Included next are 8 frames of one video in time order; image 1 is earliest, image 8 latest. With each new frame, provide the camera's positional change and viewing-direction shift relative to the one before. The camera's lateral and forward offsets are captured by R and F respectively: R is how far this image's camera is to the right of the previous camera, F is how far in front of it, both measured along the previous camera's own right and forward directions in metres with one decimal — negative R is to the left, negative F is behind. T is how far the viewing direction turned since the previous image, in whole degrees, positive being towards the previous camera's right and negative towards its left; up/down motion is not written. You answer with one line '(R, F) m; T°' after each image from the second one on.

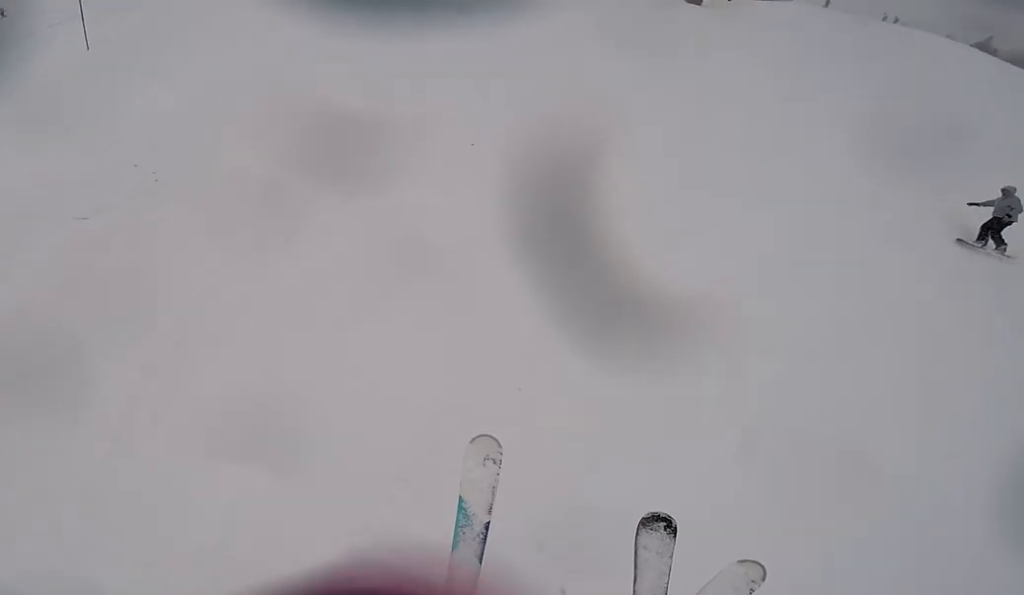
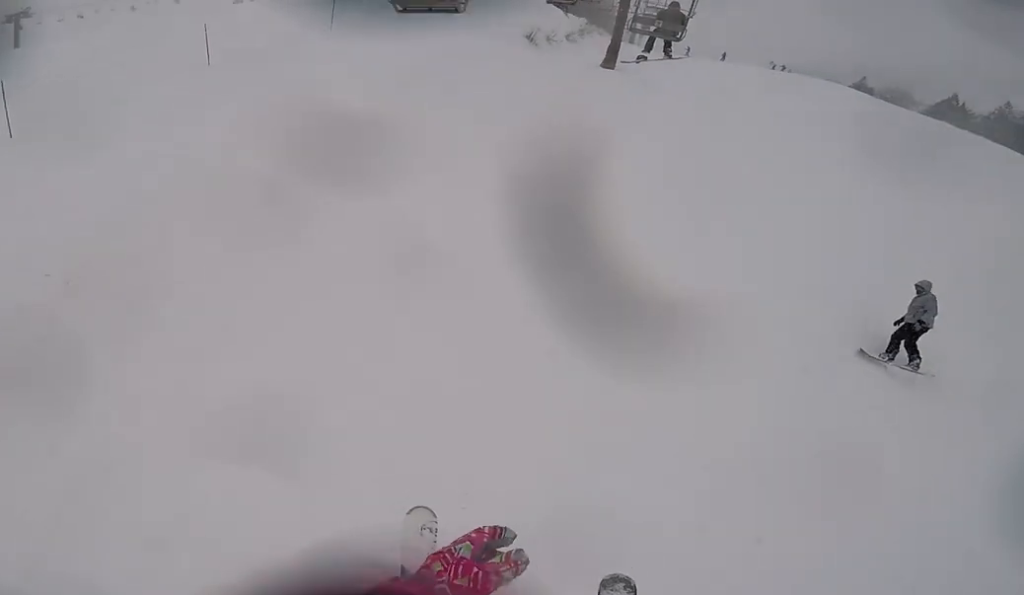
(+0.1, +0.9) m; +9°
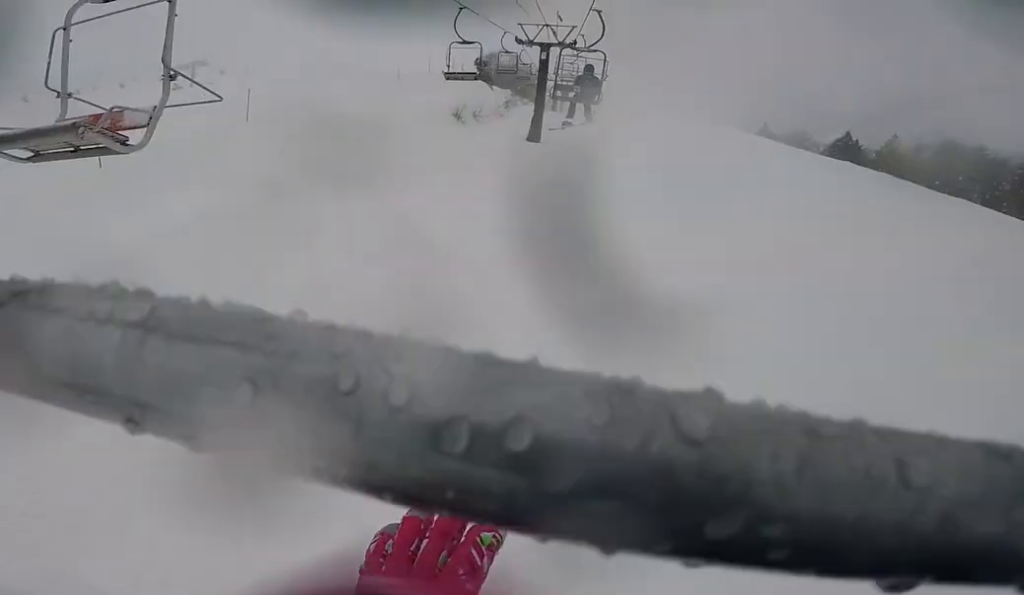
(+0.2, +2.6) m; +5°
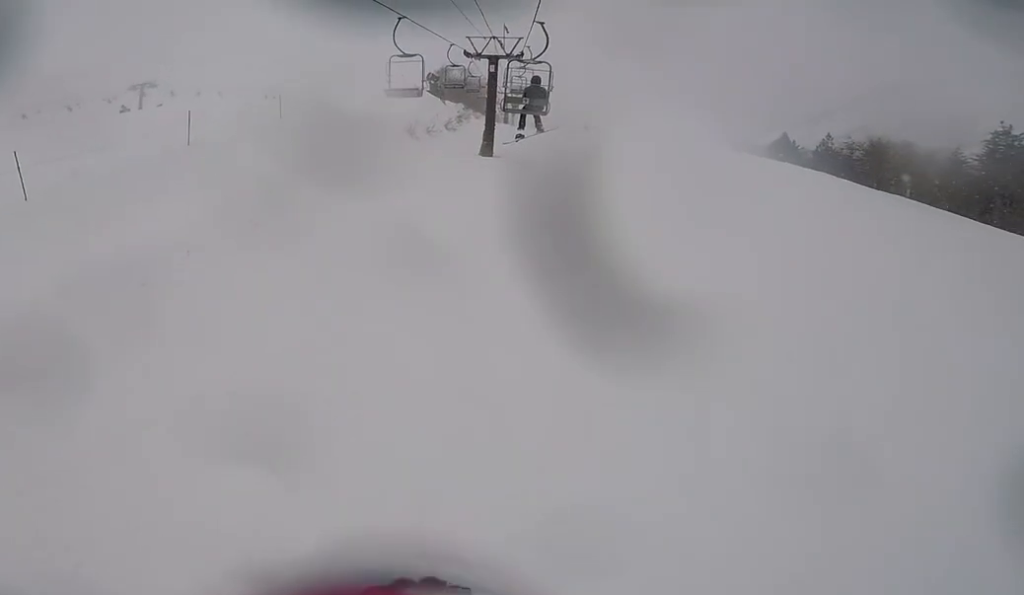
(0.0, +0.9) m; 0°
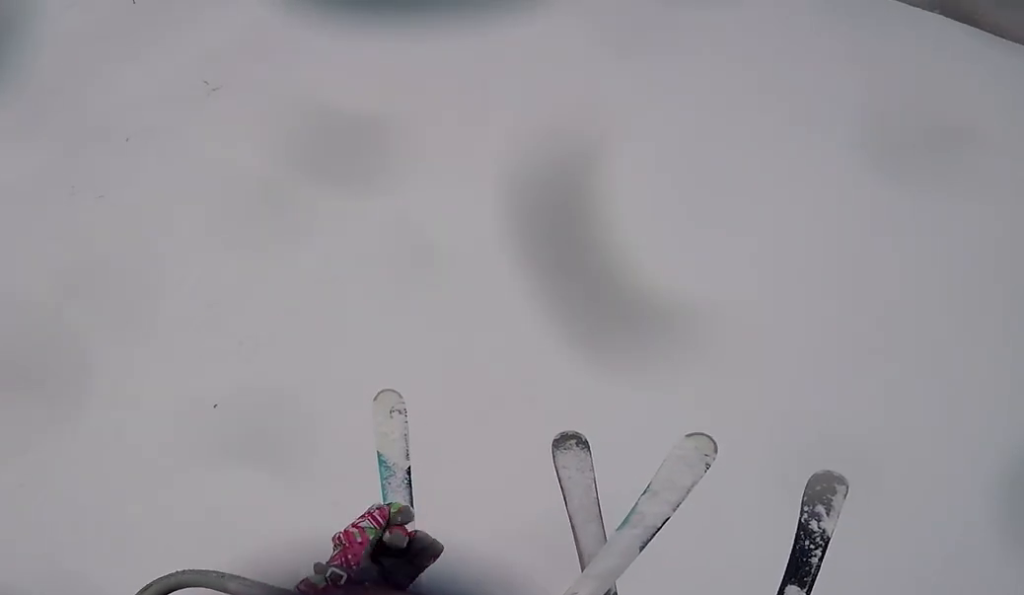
(0.0, +2.6) m; 0°
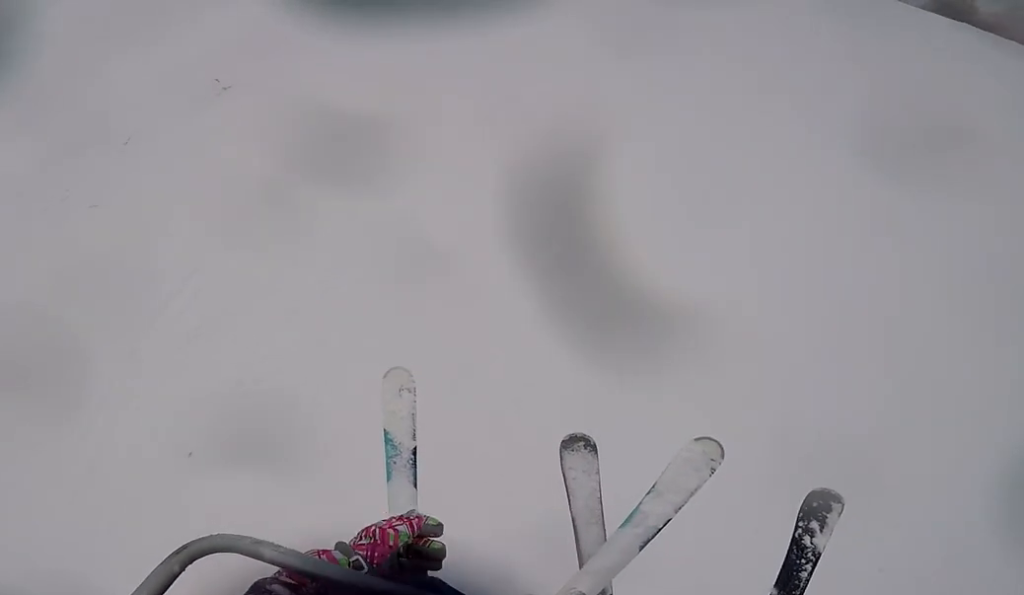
(0.0, +1.1) m; 0°
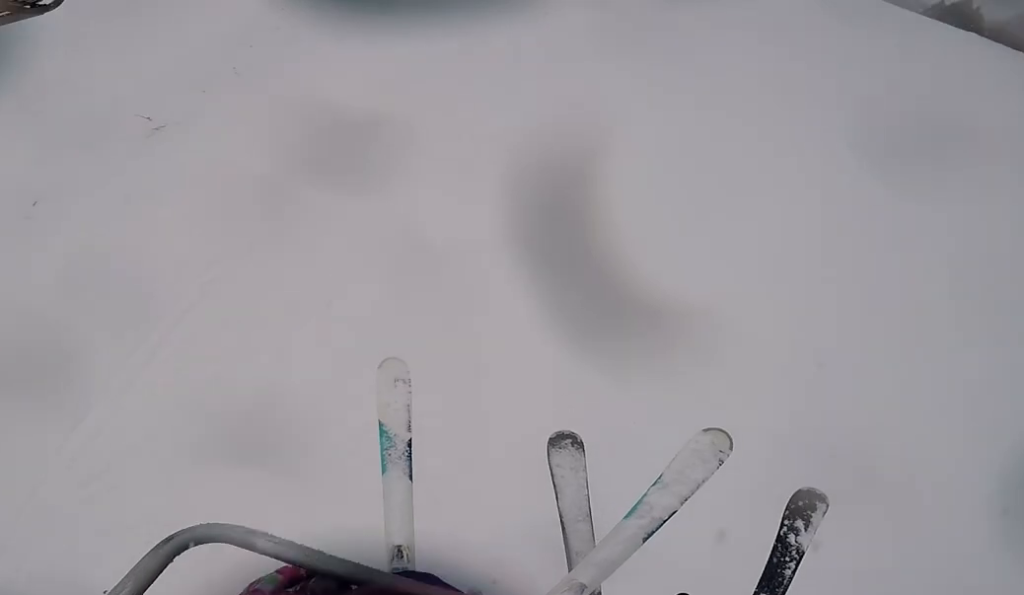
(0.0, +2.2) m; +13°
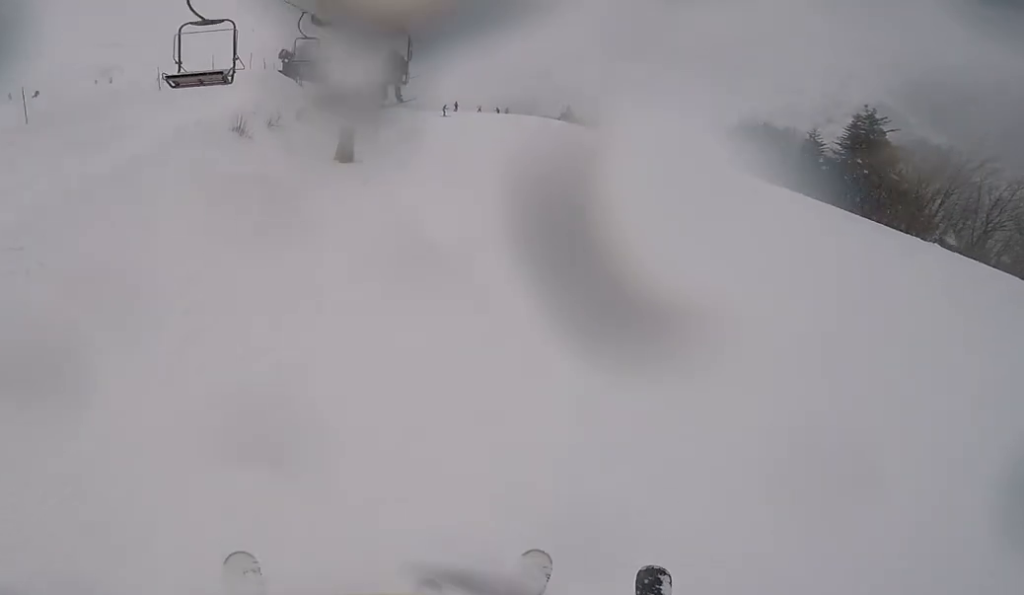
(+0.7, +2.1) m; +12°
